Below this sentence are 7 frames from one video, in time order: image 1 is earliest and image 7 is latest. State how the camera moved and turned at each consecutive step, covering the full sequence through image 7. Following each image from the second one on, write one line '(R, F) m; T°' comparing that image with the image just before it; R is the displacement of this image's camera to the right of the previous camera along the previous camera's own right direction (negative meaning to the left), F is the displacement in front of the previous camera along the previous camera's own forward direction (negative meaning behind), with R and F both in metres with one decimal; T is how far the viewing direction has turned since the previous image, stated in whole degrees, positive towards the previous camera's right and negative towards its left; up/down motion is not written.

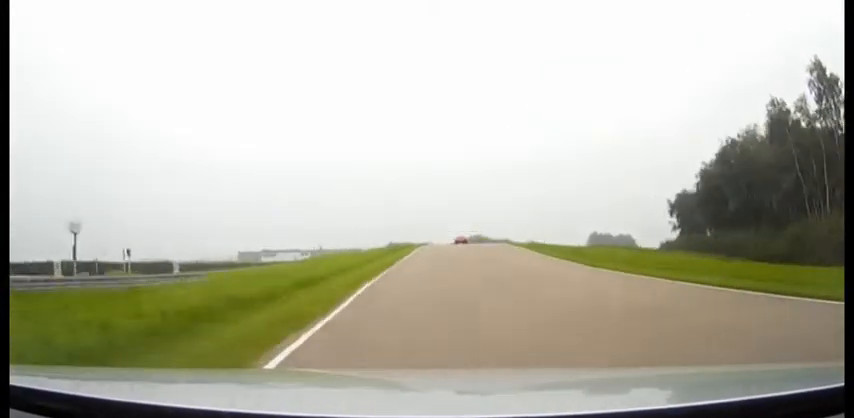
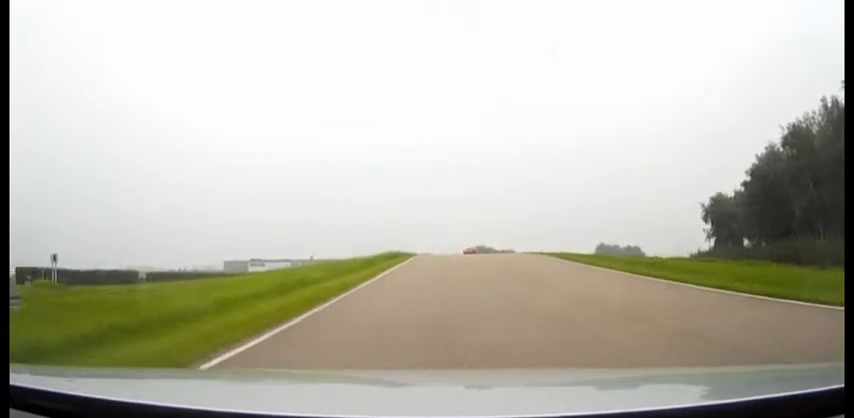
(-0.4, +15.8) m; -1°
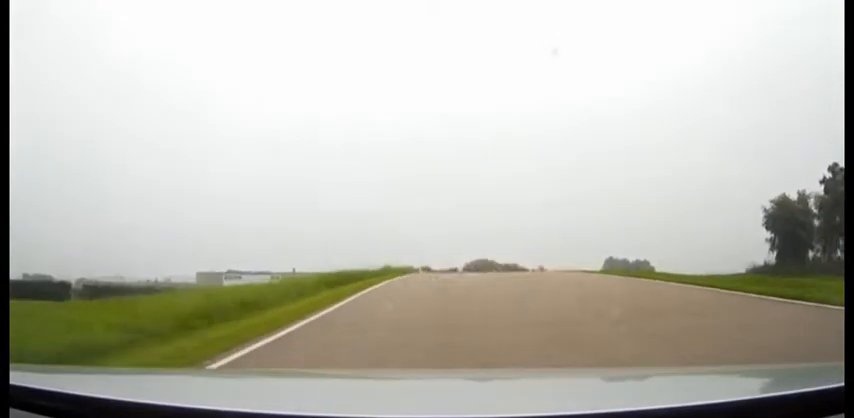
(-0.2, +21.0) m; +1°
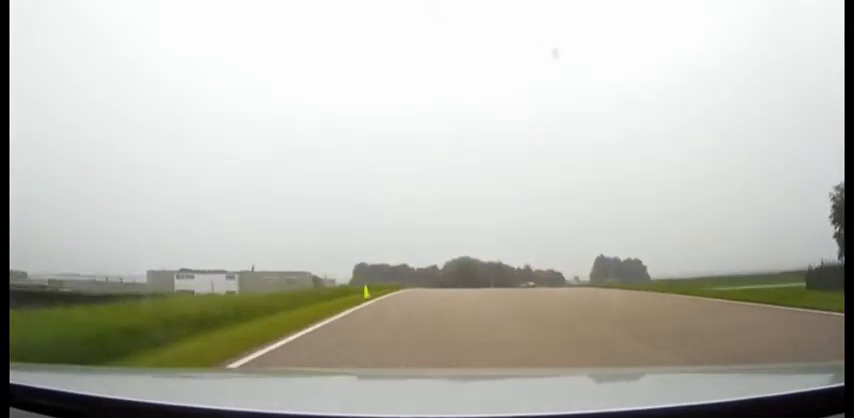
(+0.1, +20.2) m; +2°
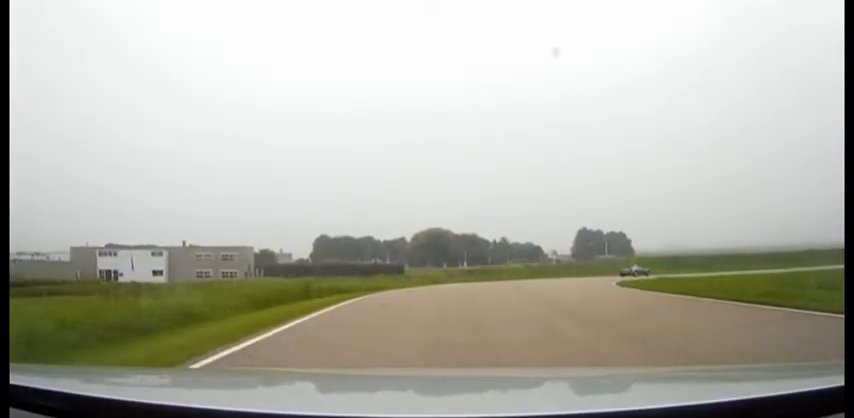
(+1.0, +25.0) m; +5°
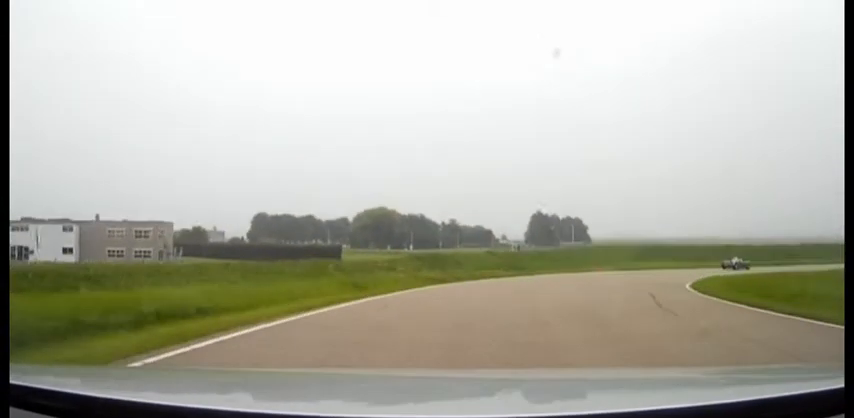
(-0.8, +16.8) m; +8°
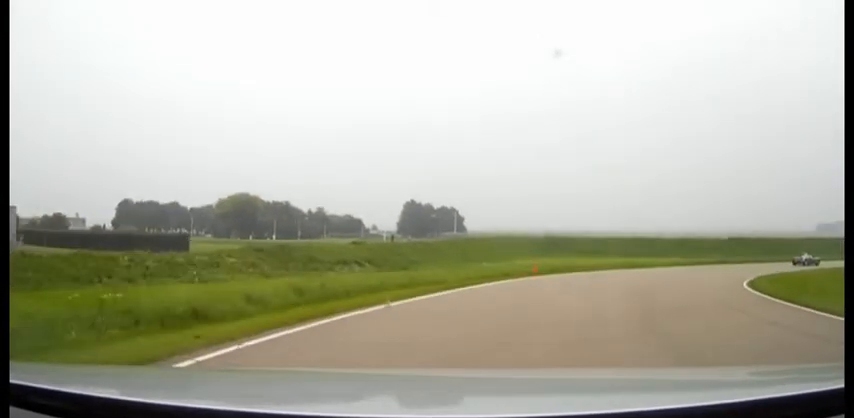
(+3.6, +16.1) m; +11°
